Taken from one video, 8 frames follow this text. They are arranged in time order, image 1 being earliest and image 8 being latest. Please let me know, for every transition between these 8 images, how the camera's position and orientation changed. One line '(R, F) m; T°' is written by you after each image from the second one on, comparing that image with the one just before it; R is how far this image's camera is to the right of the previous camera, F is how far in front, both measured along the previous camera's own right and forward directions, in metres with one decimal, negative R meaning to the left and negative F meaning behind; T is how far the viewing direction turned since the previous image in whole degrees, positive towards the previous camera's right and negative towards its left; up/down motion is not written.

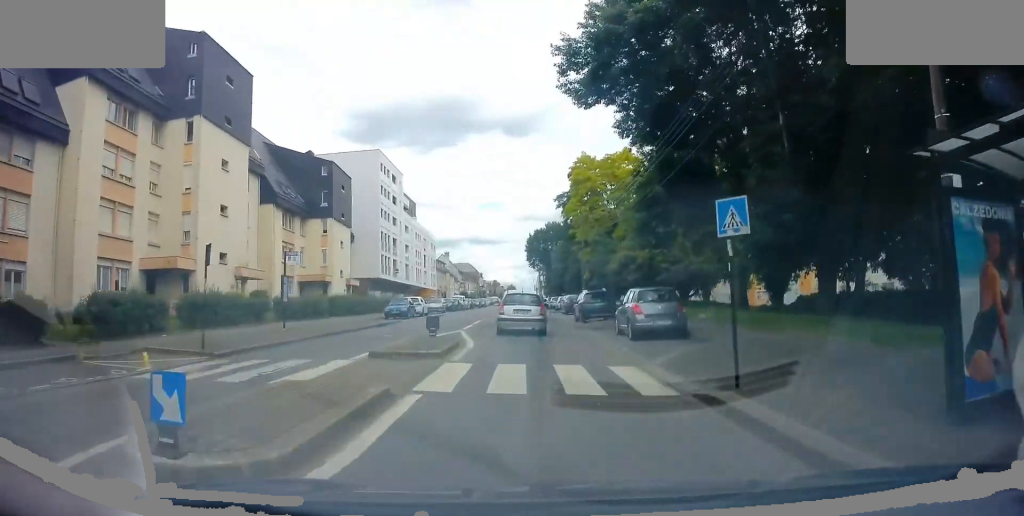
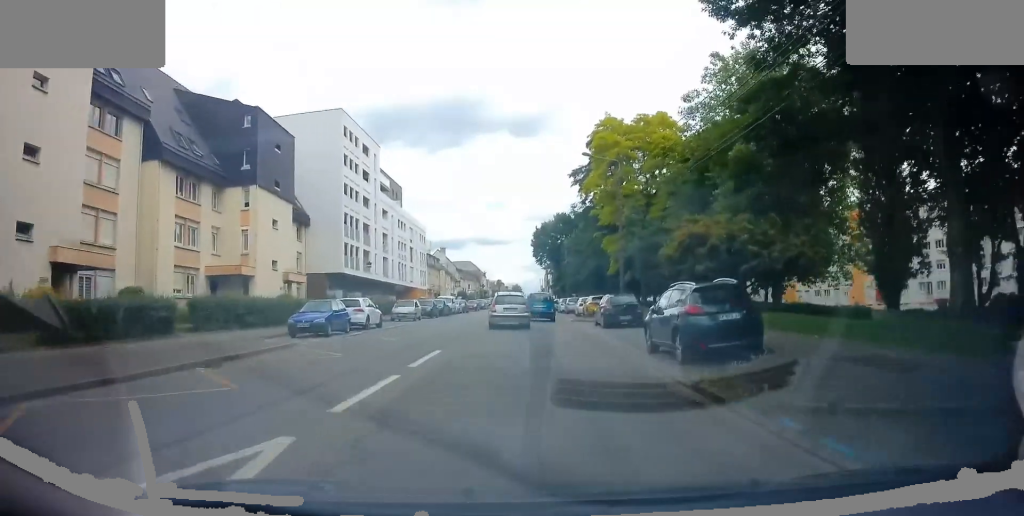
(-0.4, +16.2) m; -2°
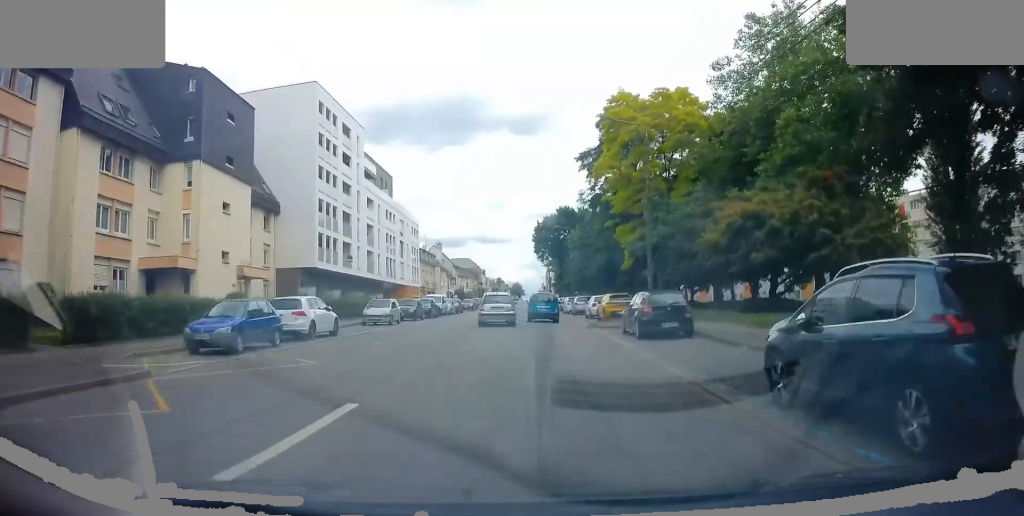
(0.0, +7.5) m; 0°
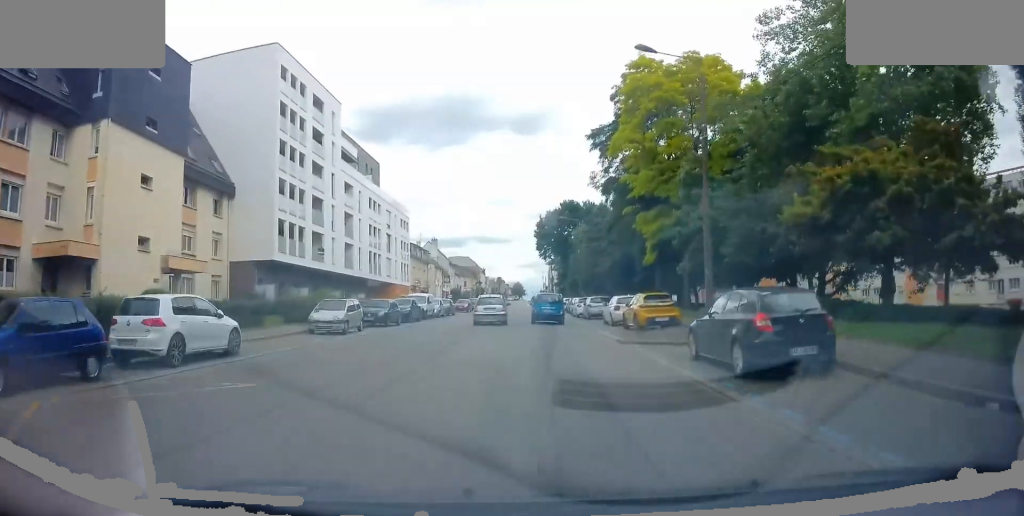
(0.0, +7.9) m; 0°
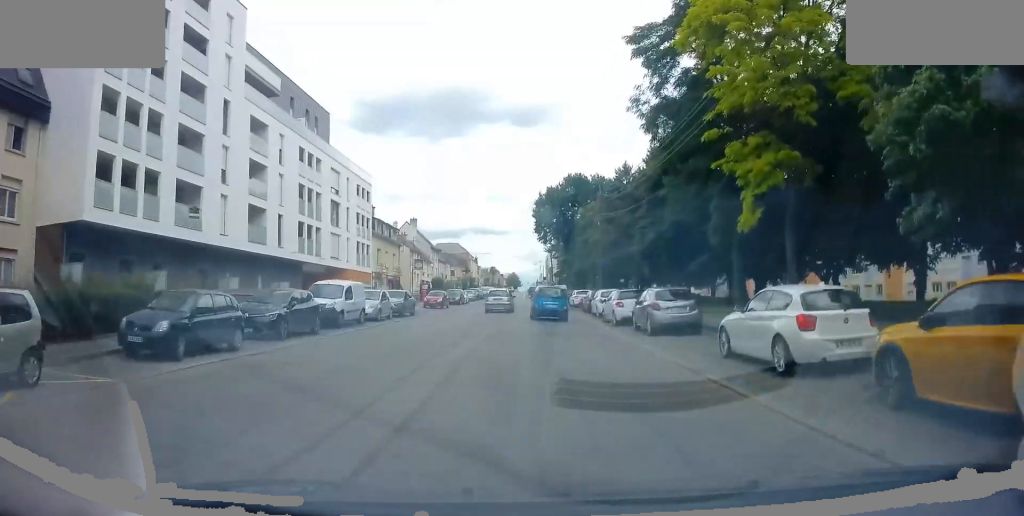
(+0.3, +17.6) m; +2°
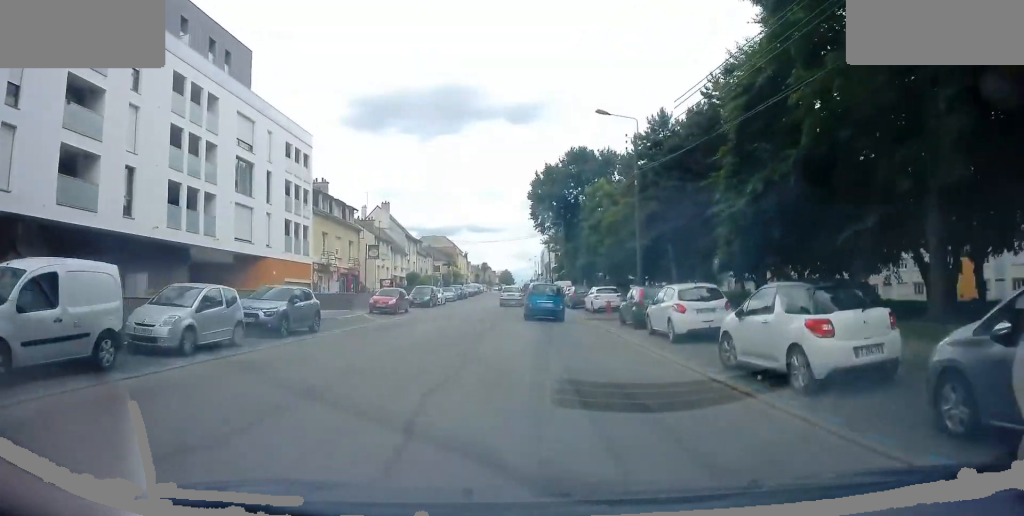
(0.0, +16.0) m; -1°
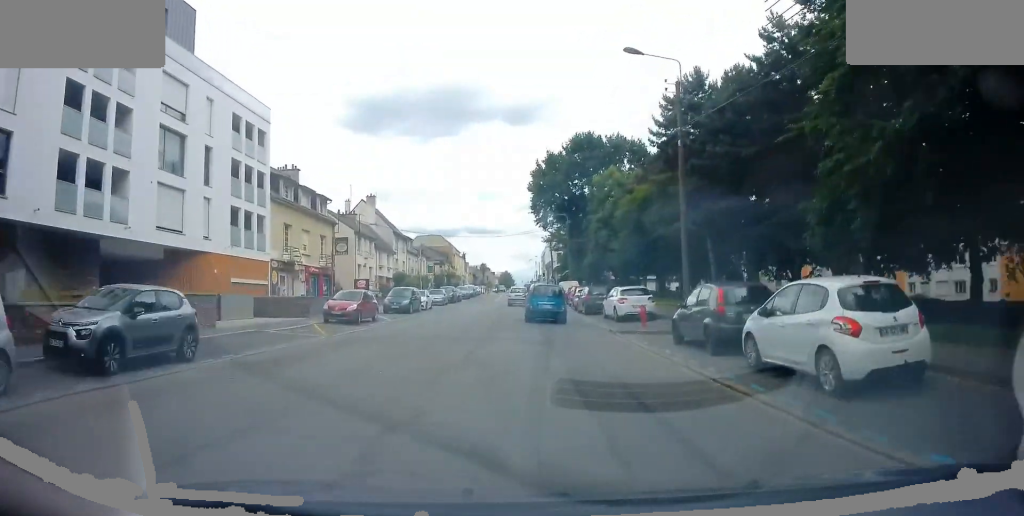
(-0.1, +7.7) m; 0°
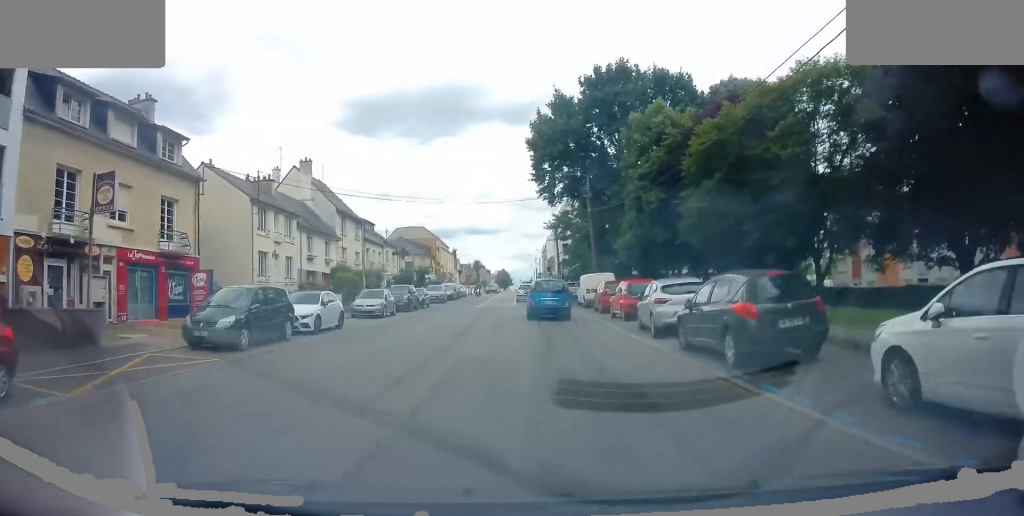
(+0.3, +21.2) m; 0°
